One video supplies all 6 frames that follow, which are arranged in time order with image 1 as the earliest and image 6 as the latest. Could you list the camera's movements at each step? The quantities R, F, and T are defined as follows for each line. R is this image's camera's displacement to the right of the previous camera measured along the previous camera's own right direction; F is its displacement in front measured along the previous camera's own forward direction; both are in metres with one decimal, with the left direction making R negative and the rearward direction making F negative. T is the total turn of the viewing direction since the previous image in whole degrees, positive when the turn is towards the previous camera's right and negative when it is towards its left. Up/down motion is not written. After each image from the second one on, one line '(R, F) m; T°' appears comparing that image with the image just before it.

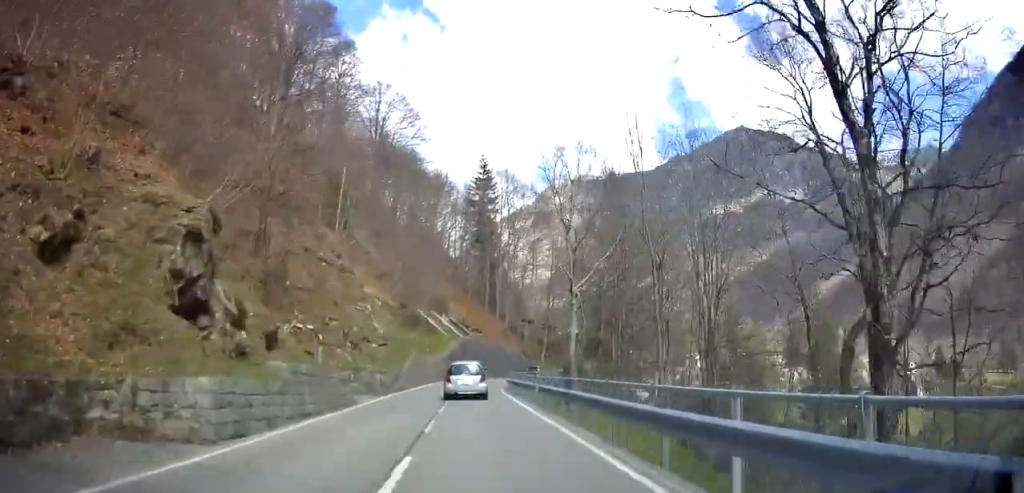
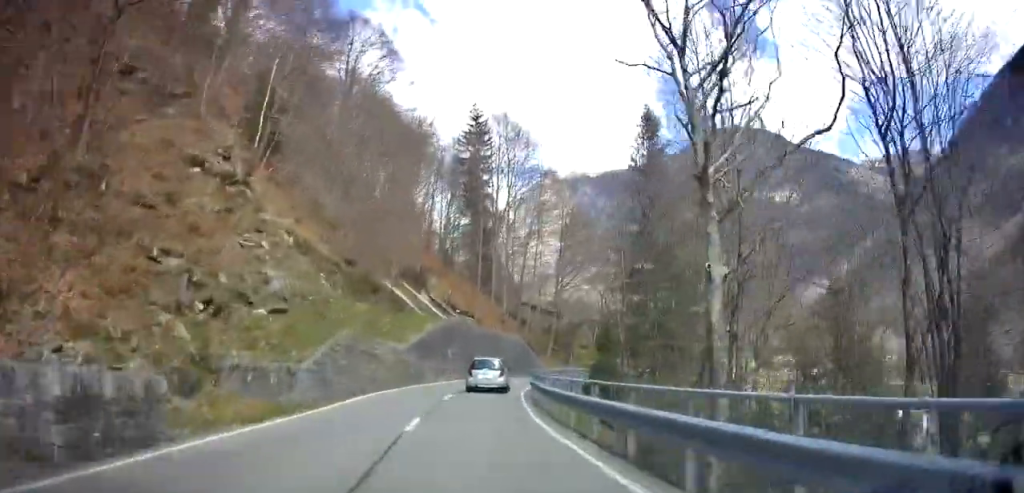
(+0.2, +21.3) m; +1°
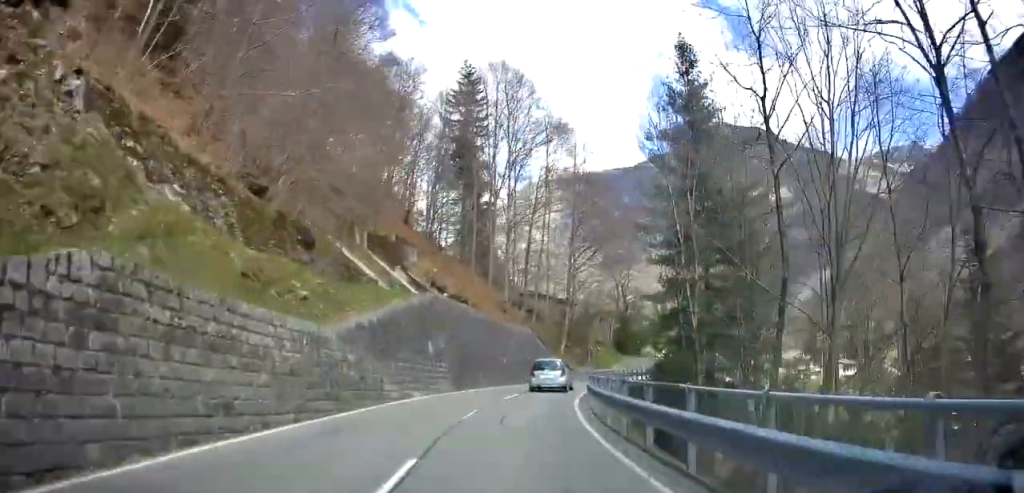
(+0.2, +15.2) m; +2°
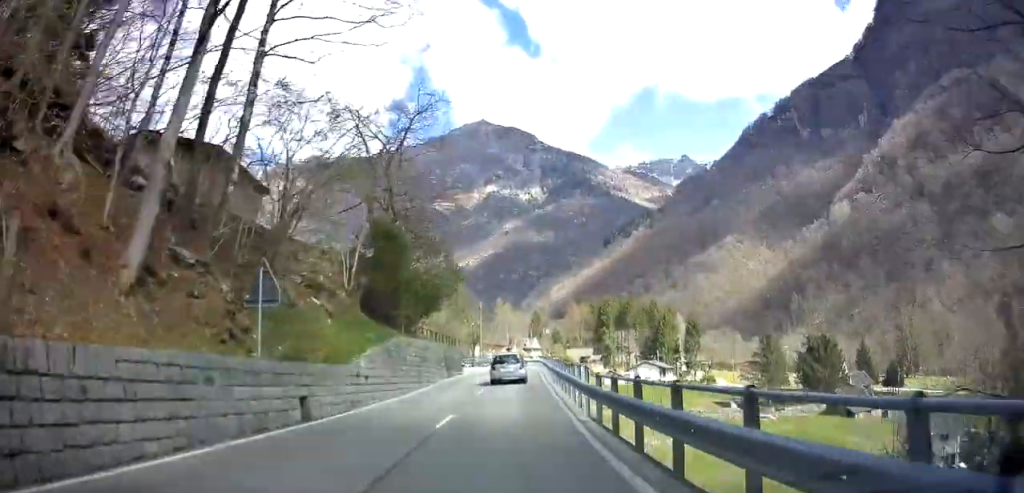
(+5.9, +47.7) m; +18°
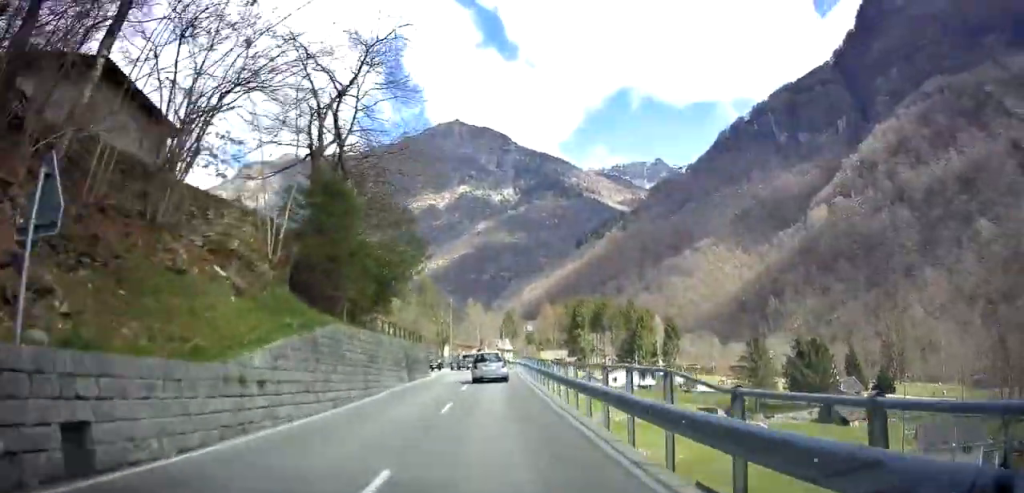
(+0.6, +8.2) m; +6°
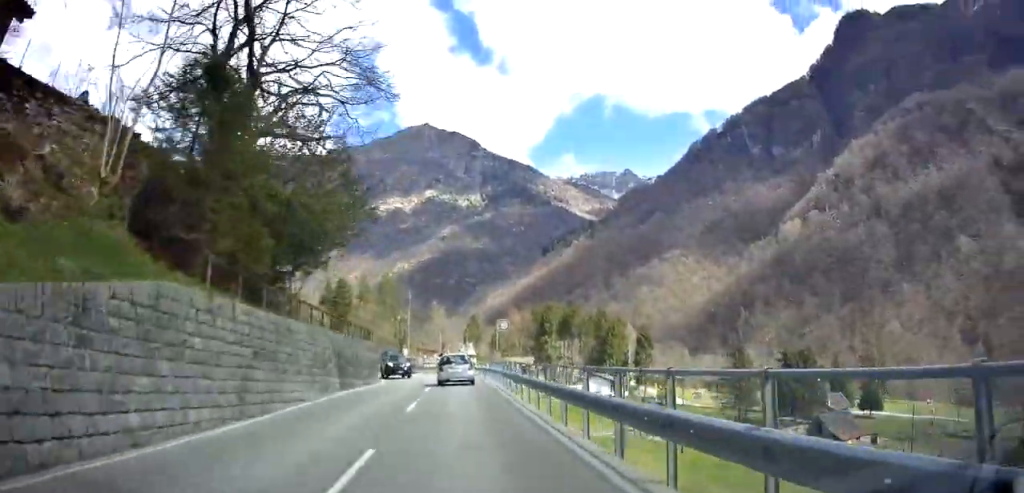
(+0.1, +9.2) m; +6°
